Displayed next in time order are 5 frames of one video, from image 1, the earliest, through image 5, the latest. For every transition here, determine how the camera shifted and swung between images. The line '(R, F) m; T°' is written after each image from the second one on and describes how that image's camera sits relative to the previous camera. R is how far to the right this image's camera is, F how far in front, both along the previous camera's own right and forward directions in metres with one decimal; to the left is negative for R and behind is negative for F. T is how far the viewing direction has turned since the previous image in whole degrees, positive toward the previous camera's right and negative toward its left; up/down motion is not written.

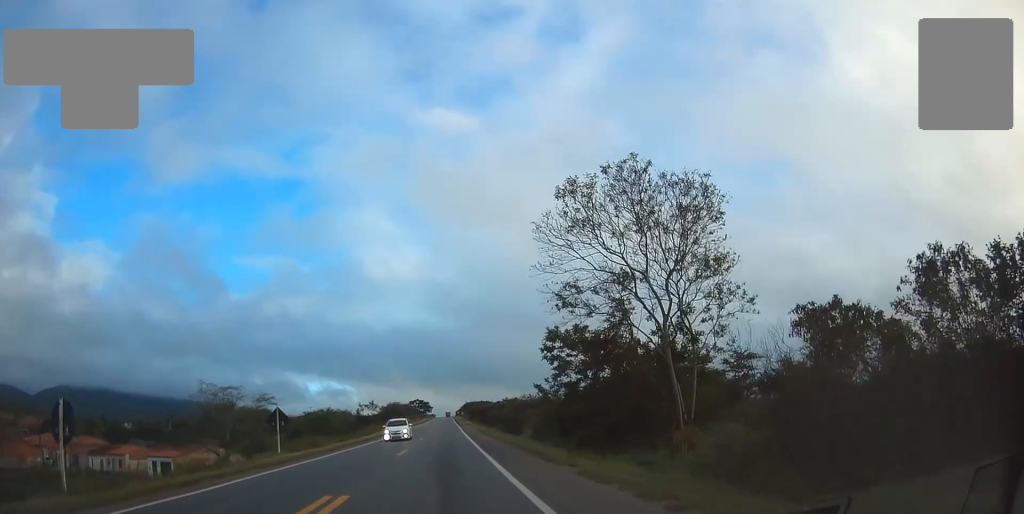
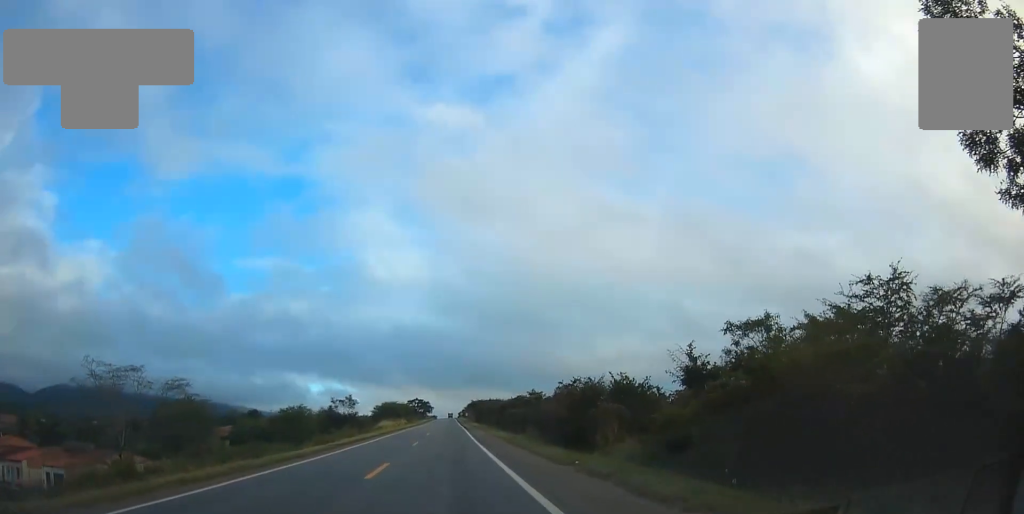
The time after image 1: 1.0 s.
(-0.3, +24.7) m; -2°
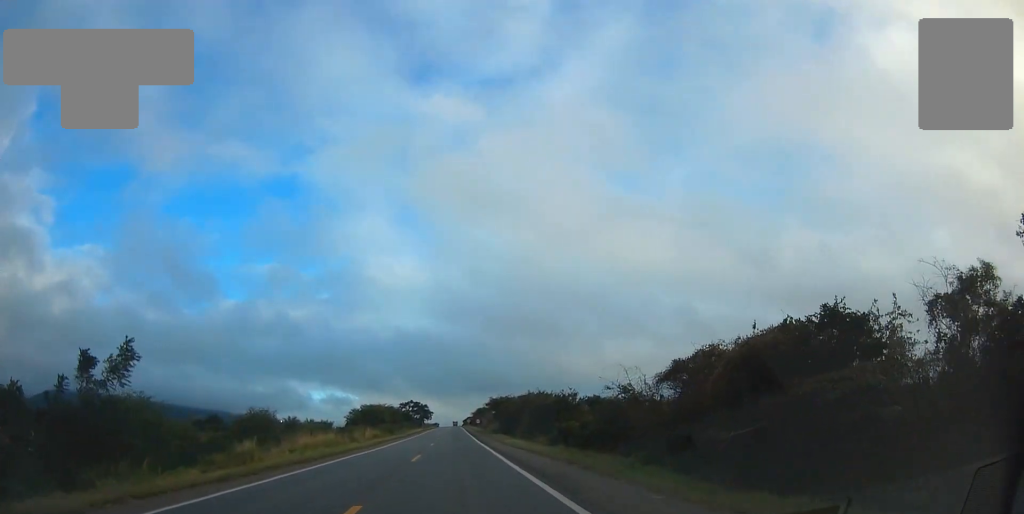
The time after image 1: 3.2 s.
(-0.4, +55.5) m; 0°
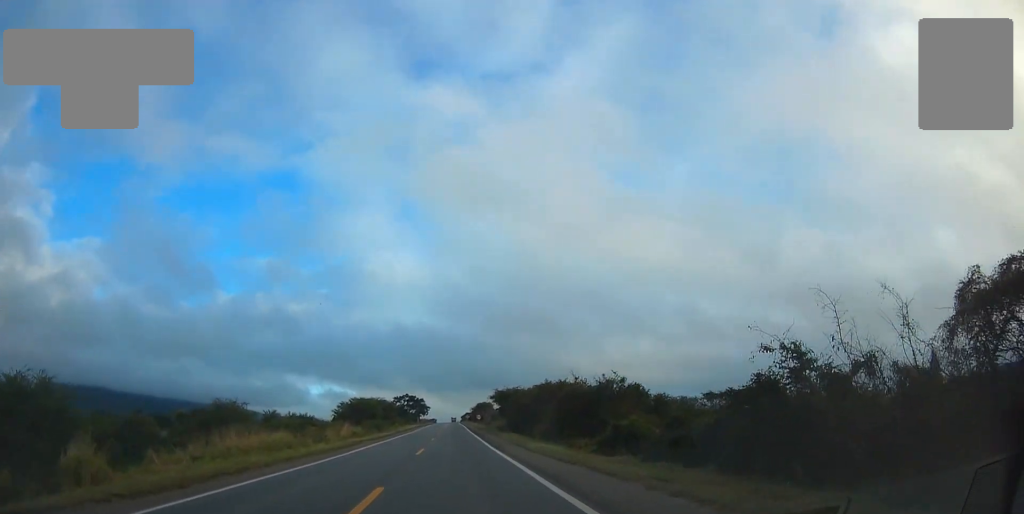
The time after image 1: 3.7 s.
(0.0, +13.6) m; 0°
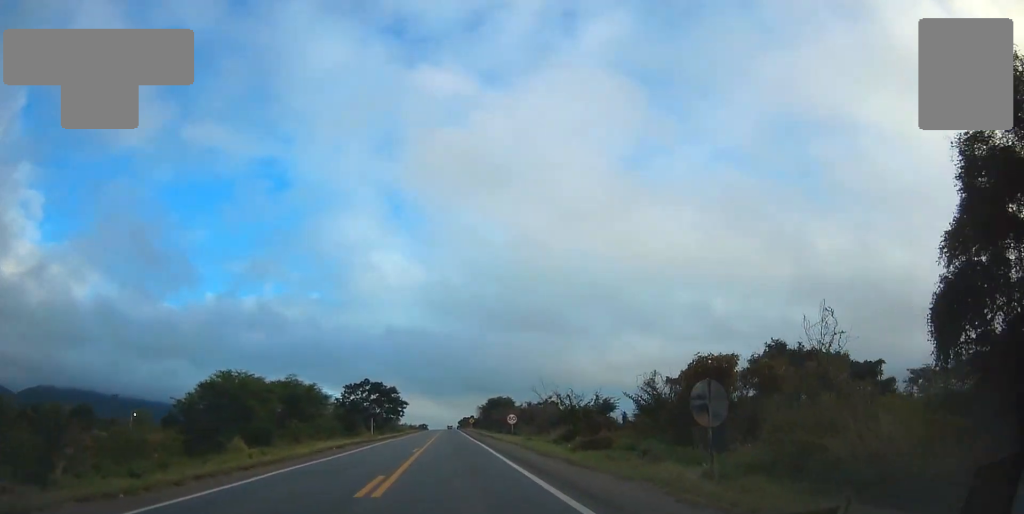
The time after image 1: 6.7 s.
(+0.1, +76.2) m; +1°
